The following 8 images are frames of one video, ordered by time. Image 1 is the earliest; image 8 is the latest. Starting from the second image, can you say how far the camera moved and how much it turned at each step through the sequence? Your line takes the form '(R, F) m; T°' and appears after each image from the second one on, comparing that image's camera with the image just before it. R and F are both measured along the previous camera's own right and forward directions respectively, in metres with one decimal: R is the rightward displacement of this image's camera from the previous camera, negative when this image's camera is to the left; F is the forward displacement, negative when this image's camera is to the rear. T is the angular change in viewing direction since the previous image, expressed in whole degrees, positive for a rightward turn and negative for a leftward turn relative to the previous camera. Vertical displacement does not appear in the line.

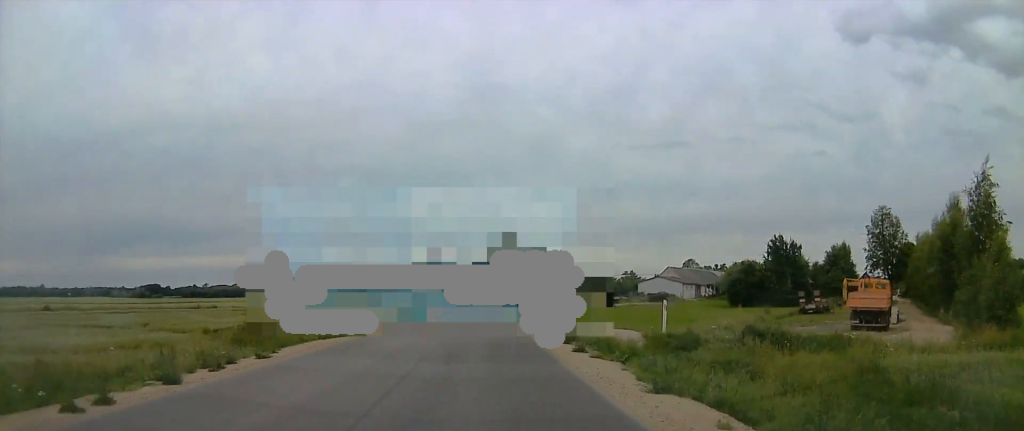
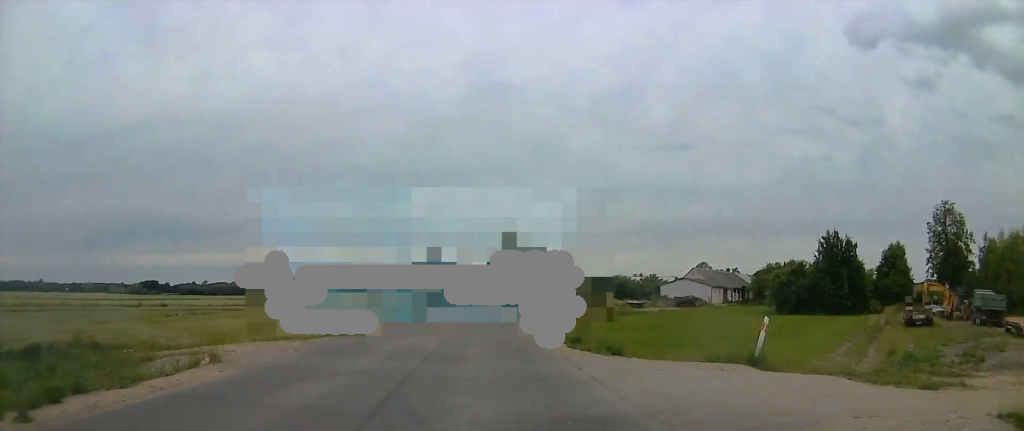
(0.0, +18.3) m; 0°
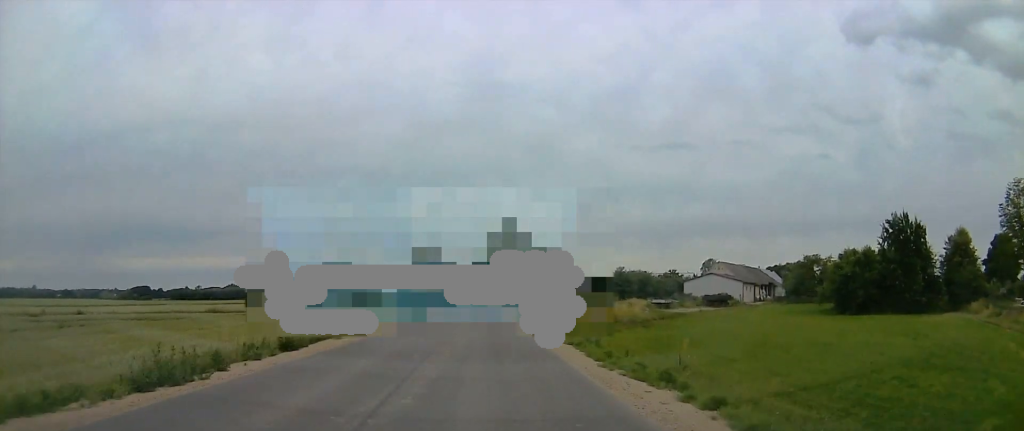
(-0.1, +19.3) m; 0°
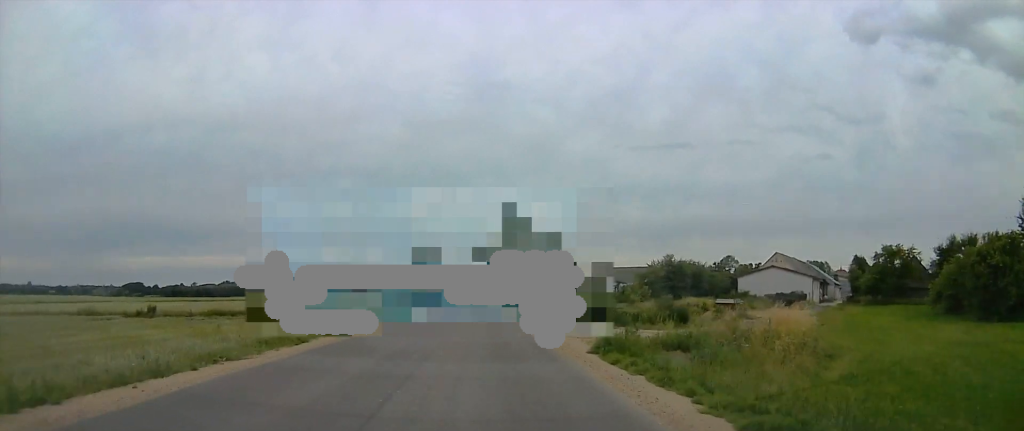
(0.0, +26.6) m; 0°
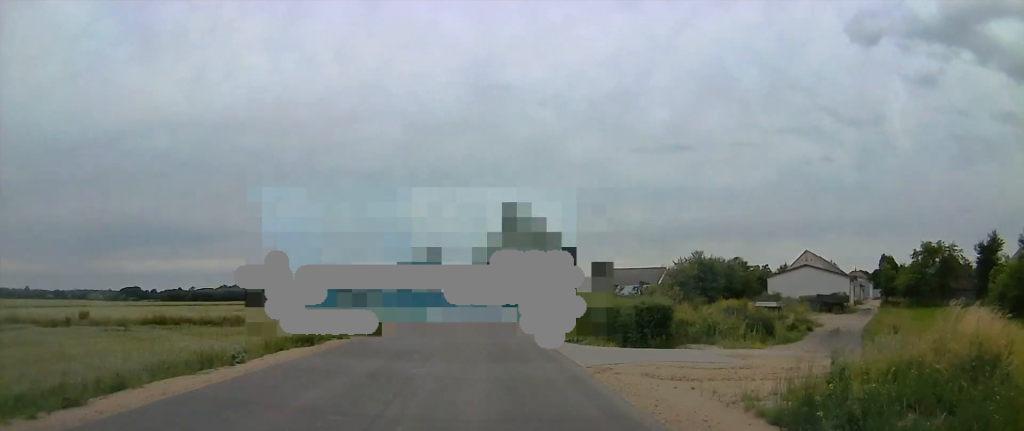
(0.0, +10.4) m; 0°
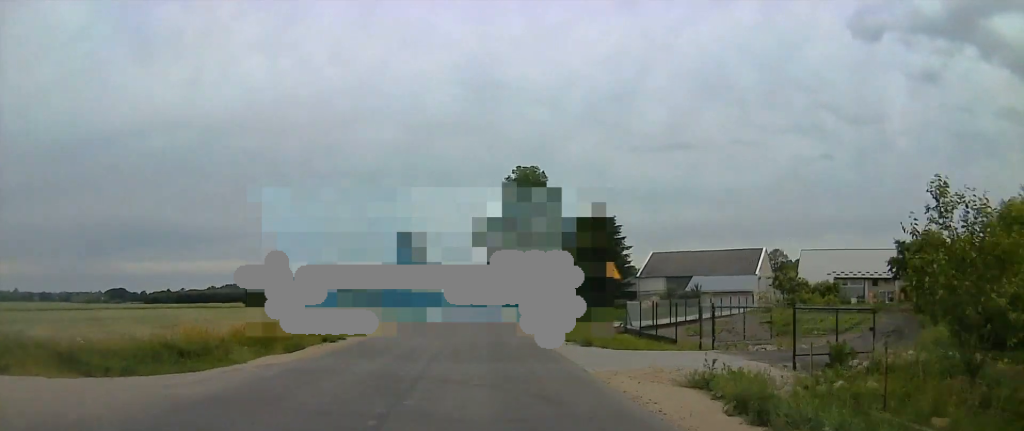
(+0.4, +46.9) m; +2°
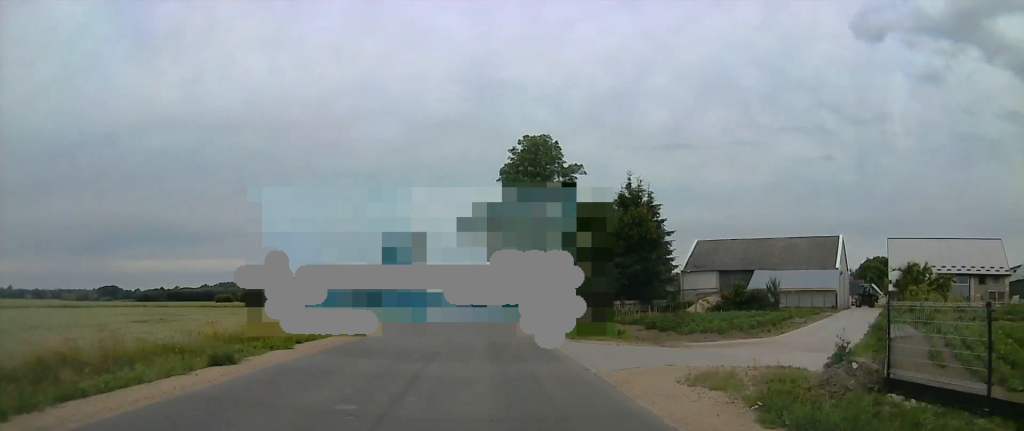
(+0.2, +20.5) m; +1°
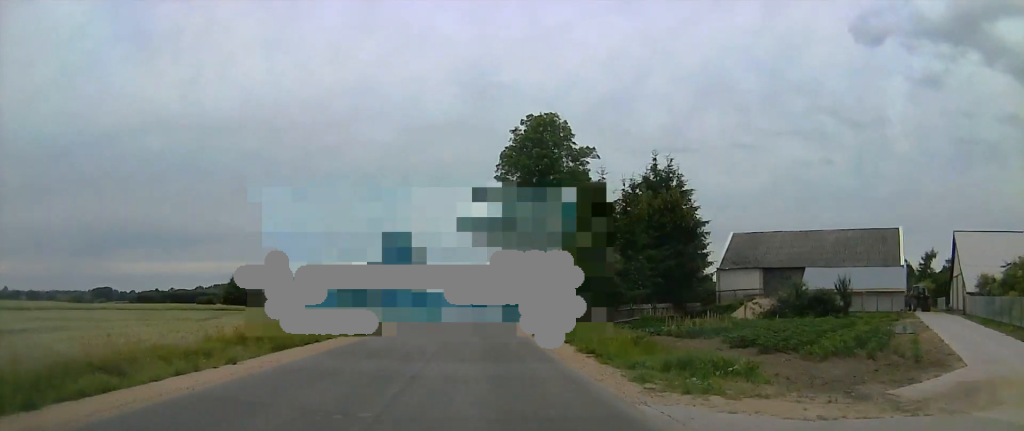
(0.0, +11.6) m; -1°
